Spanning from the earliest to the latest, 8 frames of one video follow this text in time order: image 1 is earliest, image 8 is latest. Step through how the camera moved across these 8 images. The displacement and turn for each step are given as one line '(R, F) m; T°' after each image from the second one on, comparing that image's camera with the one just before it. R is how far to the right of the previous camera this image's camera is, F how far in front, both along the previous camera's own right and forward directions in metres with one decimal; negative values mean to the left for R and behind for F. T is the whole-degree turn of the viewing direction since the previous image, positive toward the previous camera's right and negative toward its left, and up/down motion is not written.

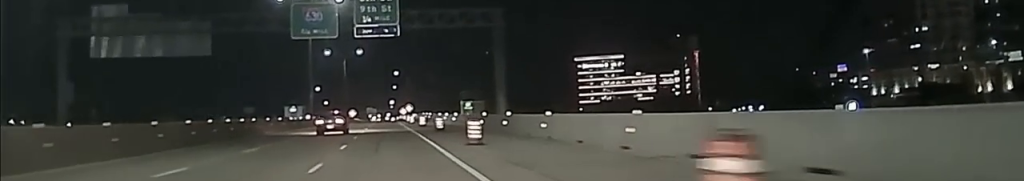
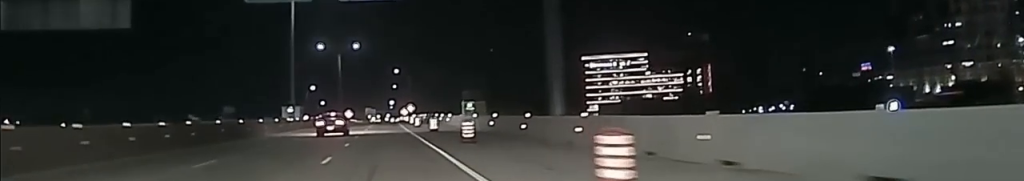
(+0.1, +20.3) m; 0°
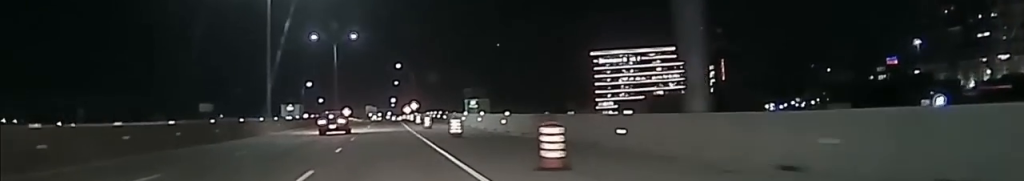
(-0.2, +19.1) m; 0°
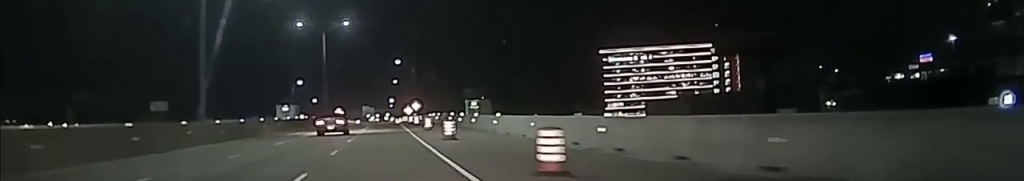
(-0.1, +24.6) m; +1°
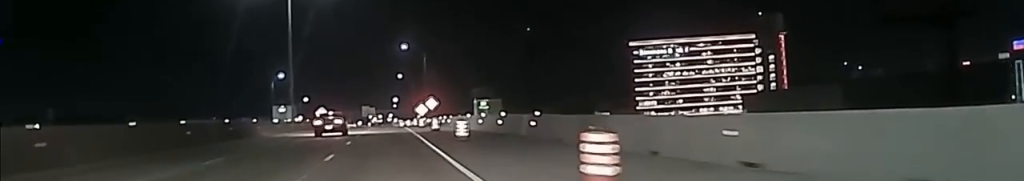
(+0.3, +49.7) m; 0°
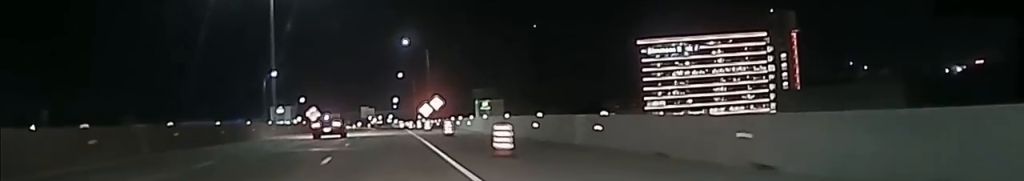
(0.0, +12.7) m; 0°
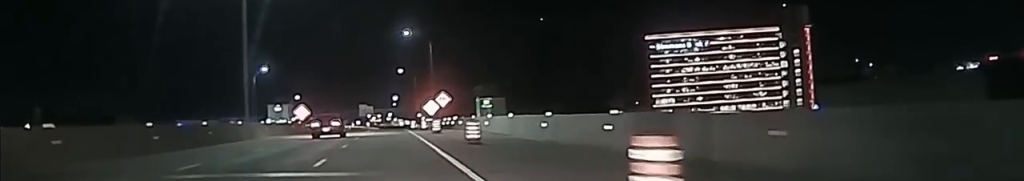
(+0.2, +13.6) m; 0°
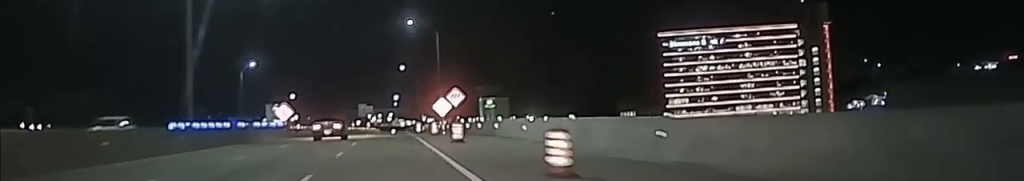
(-0.1, +15.8) m; -1°
